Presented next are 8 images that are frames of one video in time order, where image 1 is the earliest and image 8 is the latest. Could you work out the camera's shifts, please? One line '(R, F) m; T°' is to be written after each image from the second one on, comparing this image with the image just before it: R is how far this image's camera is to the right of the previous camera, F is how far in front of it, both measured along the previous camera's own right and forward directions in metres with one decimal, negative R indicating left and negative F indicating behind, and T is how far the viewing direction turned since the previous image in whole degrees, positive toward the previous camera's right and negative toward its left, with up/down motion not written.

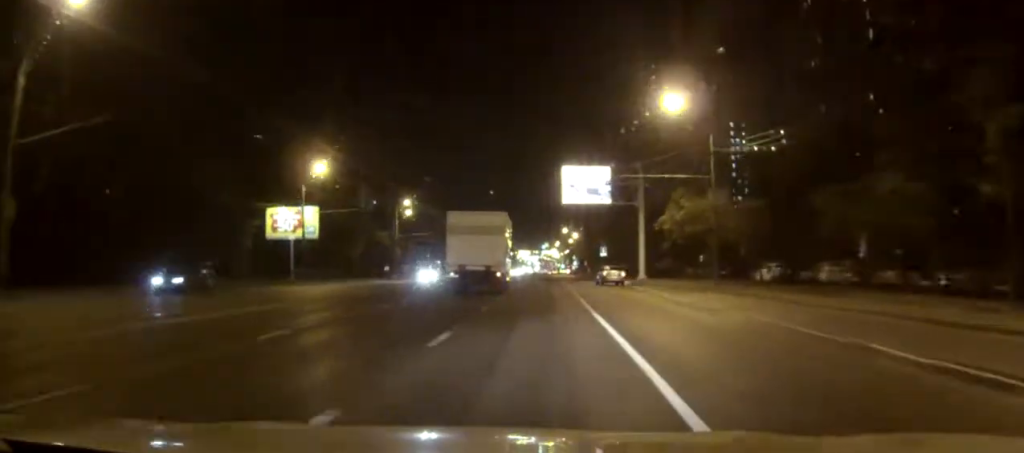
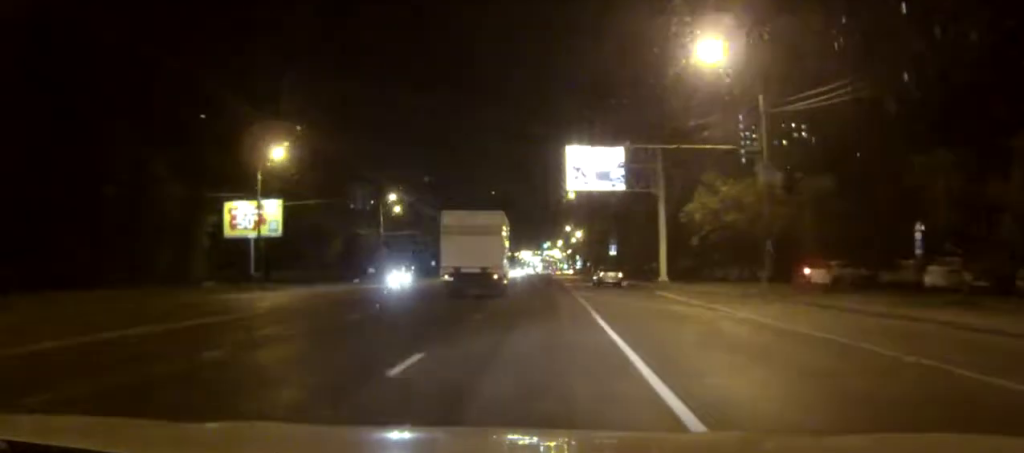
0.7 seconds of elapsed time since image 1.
(0.0, +11.5) m; 0°
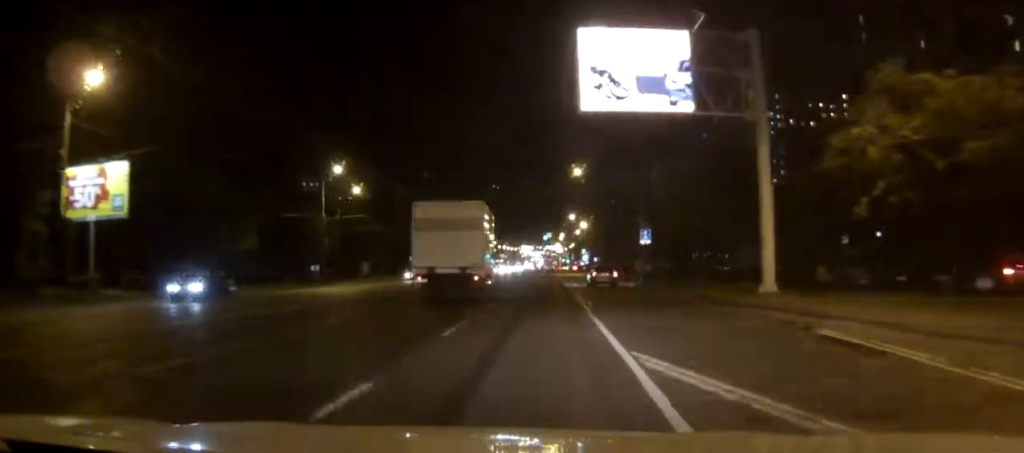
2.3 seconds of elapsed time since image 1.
(-0.2, +26.7) m; -1°
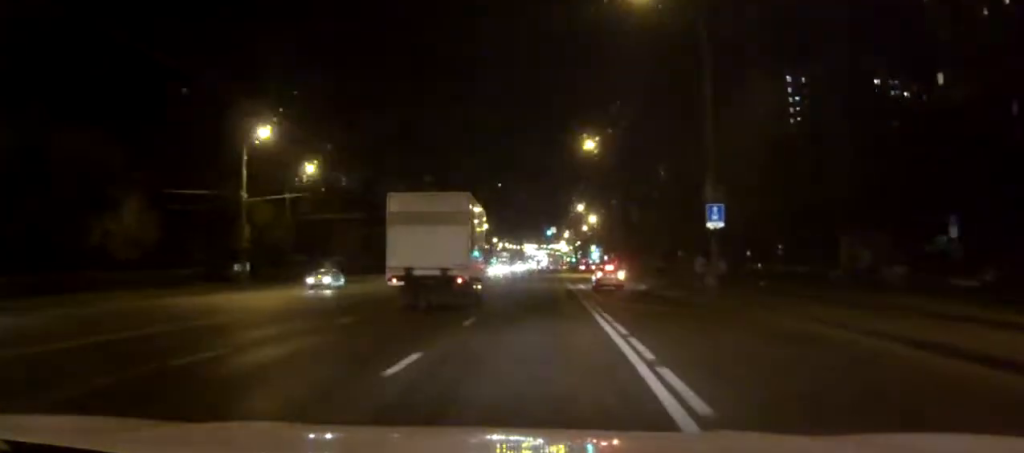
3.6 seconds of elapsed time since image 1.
(-0.1, +21.4) m; 0°
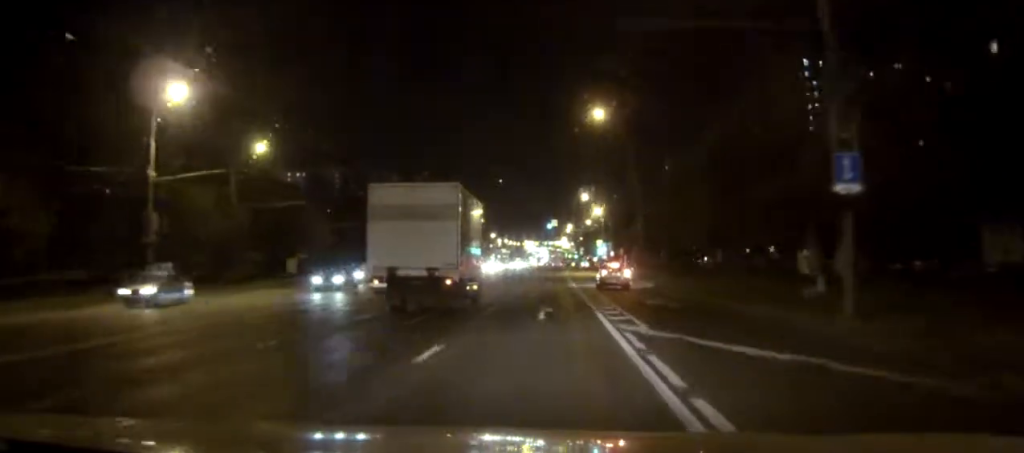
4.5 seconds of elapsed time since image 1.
(0.0, +14.2) m; 0°
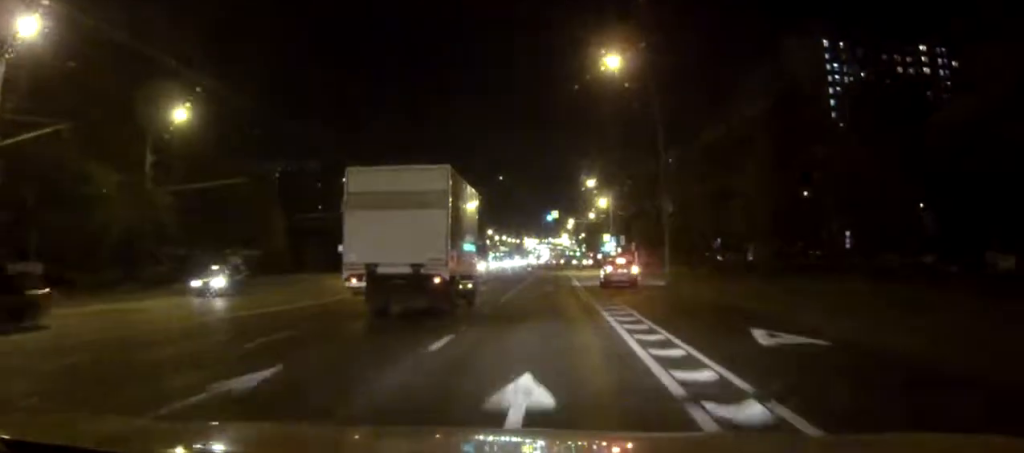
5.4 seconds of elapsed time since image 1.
(-0.1, +15.3) m; 0°
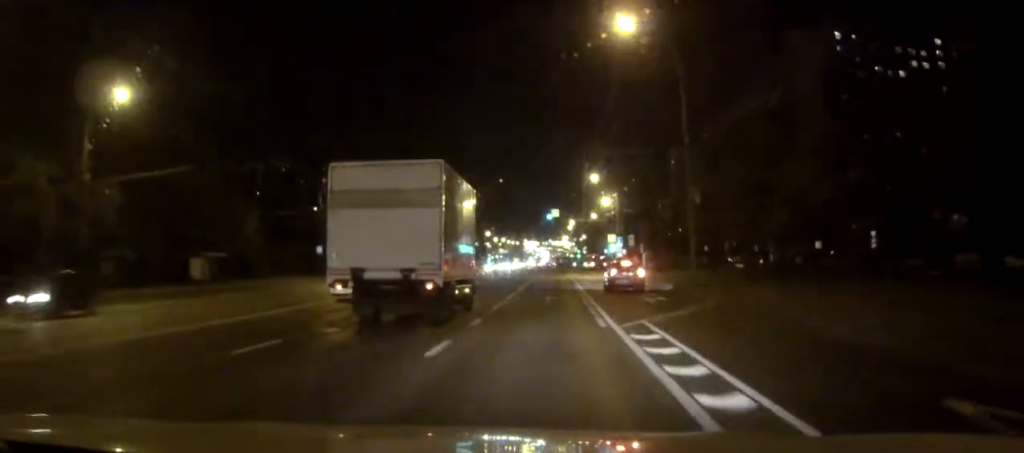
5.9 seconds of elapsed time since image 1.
(+0.1, +8.3) m; 0°
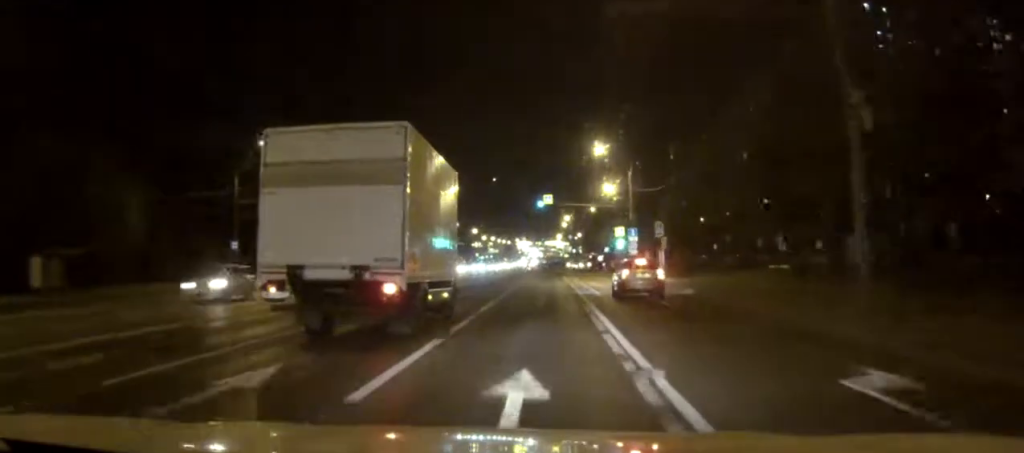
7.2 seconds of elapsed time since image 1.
(+0.1, +21.3) m; 0°
